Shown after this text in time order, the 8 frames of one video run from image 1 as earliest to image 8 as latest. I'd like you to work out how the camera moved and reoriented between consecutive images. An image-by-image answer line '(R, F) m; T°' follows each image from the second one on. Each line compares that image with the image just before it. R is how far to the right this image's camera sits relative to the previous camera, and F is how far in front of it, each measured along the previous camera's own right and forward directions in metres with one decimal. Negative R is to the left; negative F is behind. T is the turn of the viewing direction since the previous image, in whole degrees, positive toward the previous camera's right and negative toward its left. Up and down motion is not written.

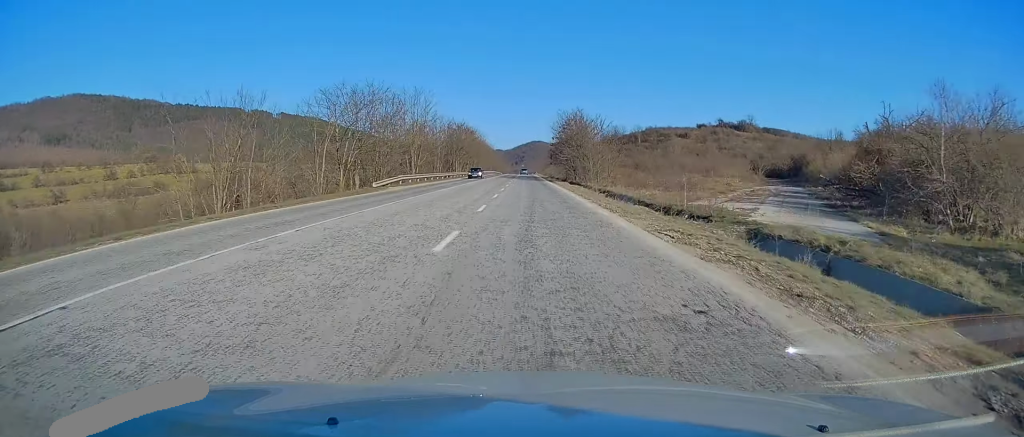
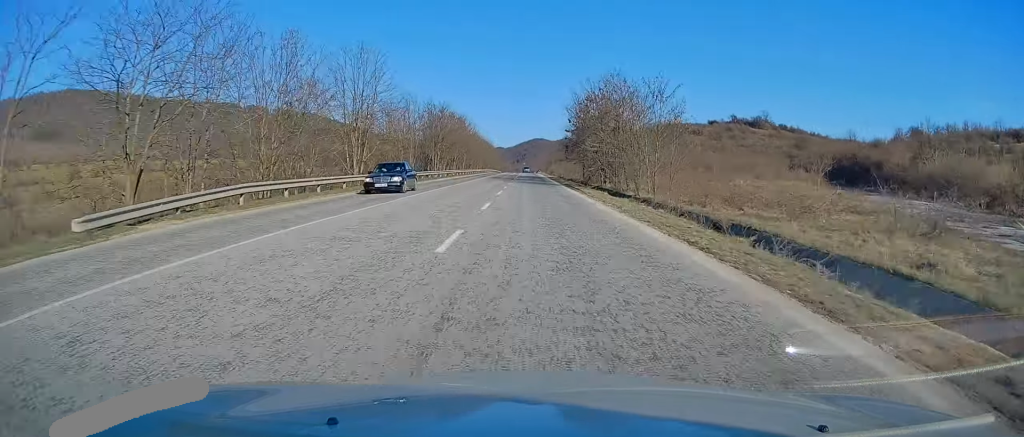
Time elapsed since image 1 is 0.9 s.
(0.0, +27.2) m; 0°
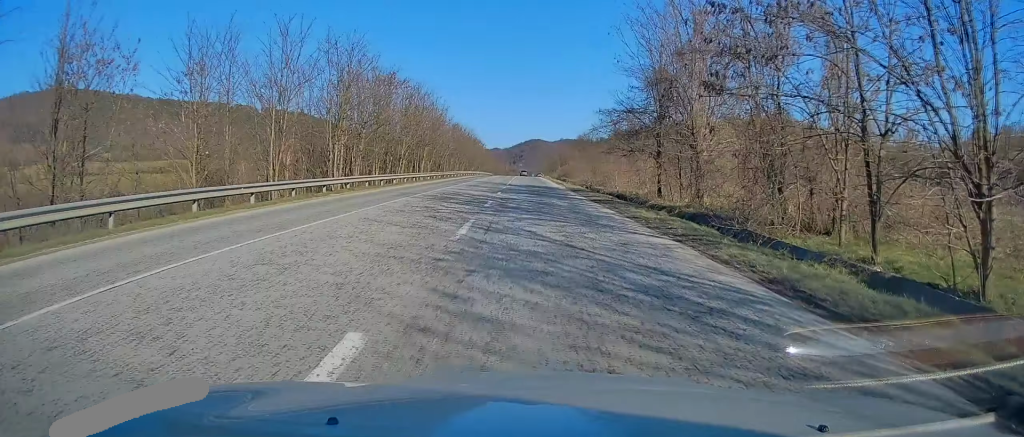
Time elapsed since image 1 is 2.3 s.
(+0.5, +43.2) m; 0°
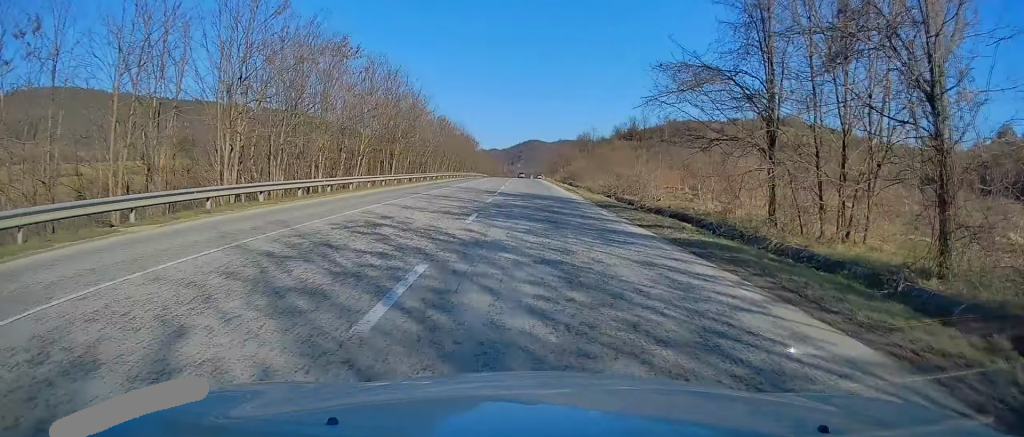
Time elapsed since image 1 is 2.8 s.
(-0.1, +15.0) m; 0°
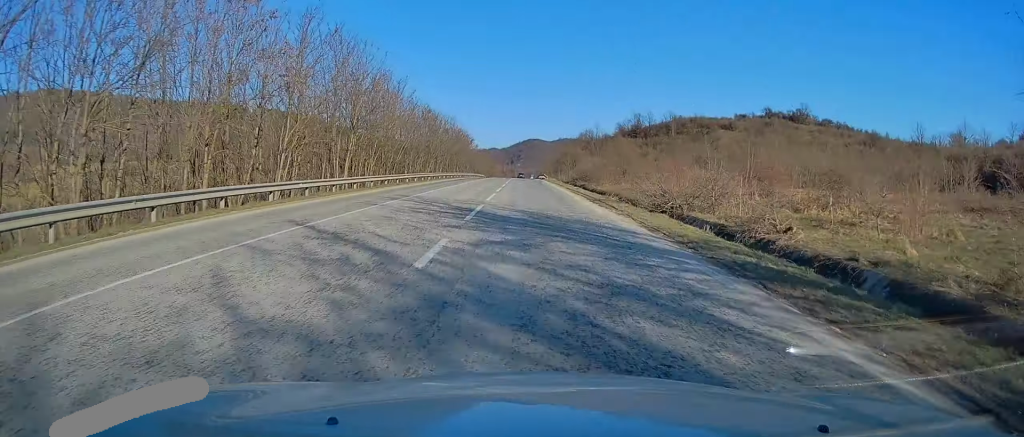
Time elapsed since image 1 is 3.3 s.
(-0.1, +15.0) m; 0°
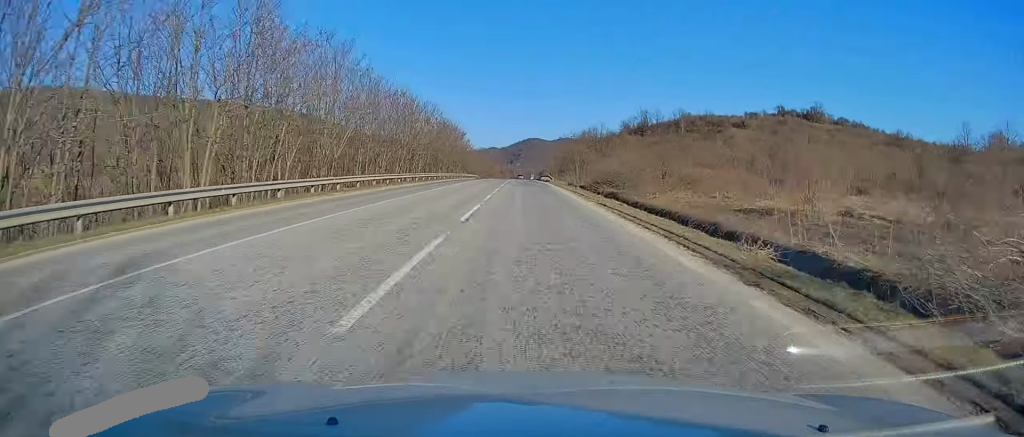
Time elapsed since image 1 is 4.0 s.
(0.0, +18.9) m; 0°
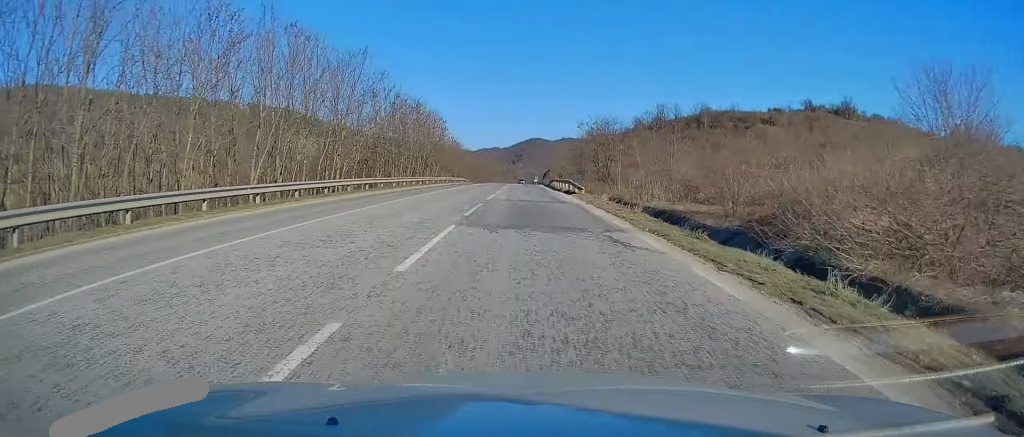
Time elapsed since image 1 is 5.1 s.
(+0.3, +34.0) m; 0°
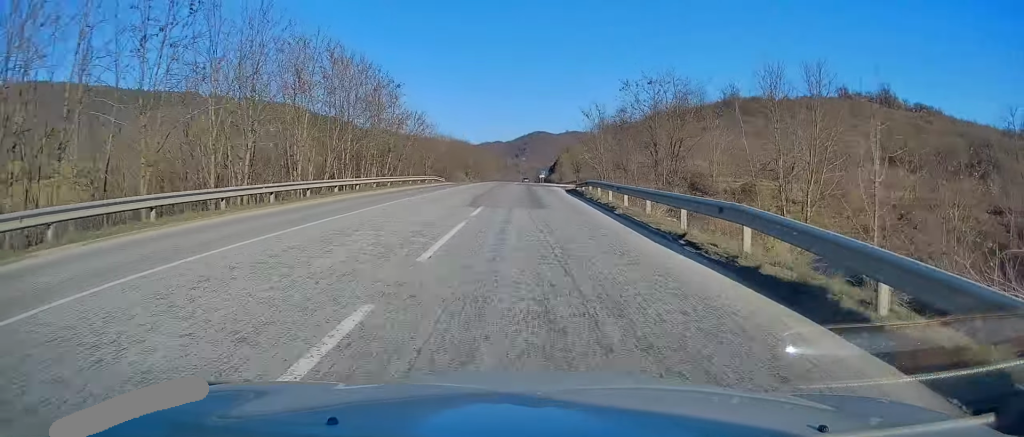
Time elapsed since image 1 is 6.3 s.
(-0.3, +35.0) m; -1°
